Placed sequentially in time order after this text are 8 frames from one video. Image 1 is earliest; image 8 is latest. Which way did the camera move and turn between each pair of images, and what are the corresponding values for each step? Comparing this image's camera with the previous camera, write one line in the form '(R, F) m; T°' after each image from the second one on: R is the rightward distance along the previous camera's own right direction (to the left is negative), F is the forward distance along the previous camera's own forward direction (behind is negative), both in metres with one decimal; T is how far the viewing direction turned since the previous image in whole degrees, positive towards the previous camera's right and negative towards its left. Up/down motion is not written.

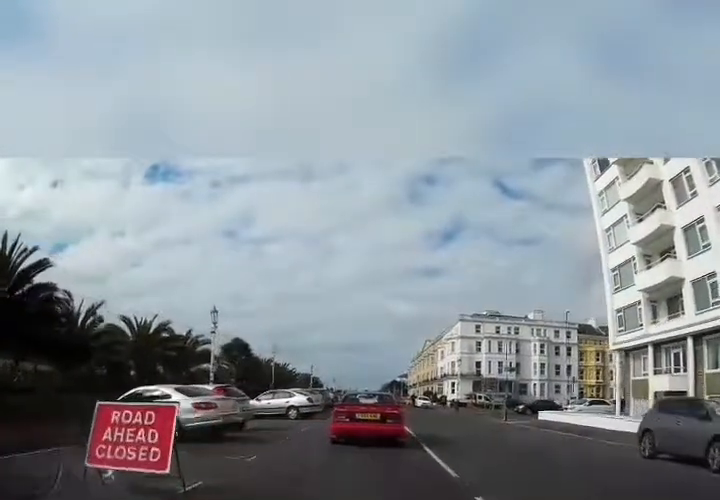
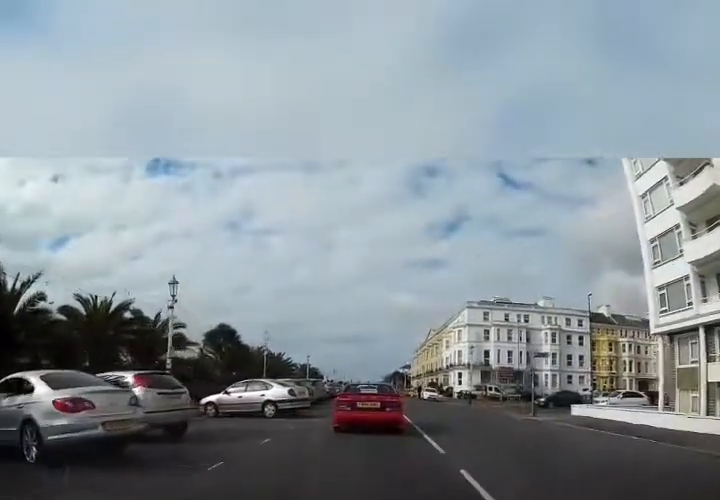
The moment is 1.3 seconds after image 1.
(-0.3, +4.9) m; -2°
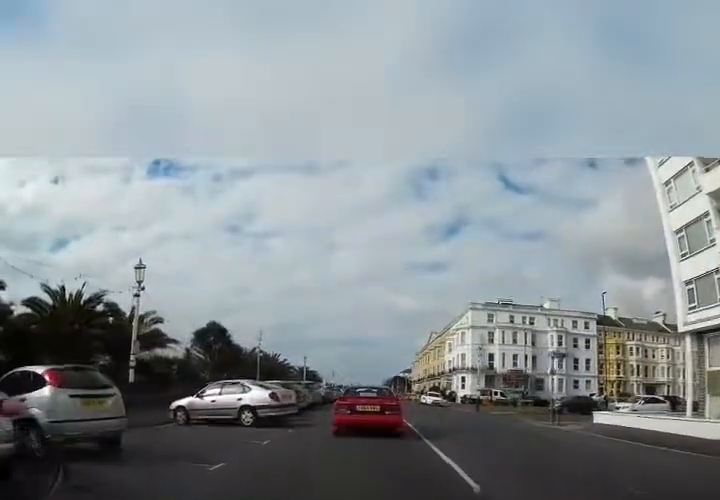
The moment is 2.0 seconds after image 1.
(+0.2, +2.7) m; +1°
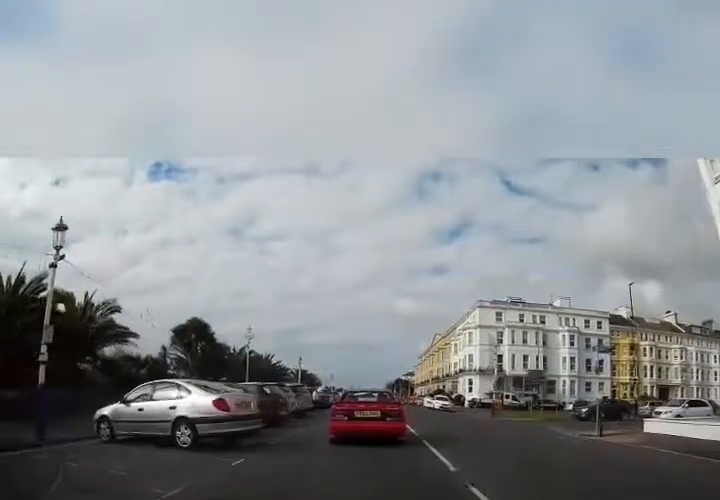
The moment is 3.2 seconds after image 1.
(-0.1, +4.5) m; 0°
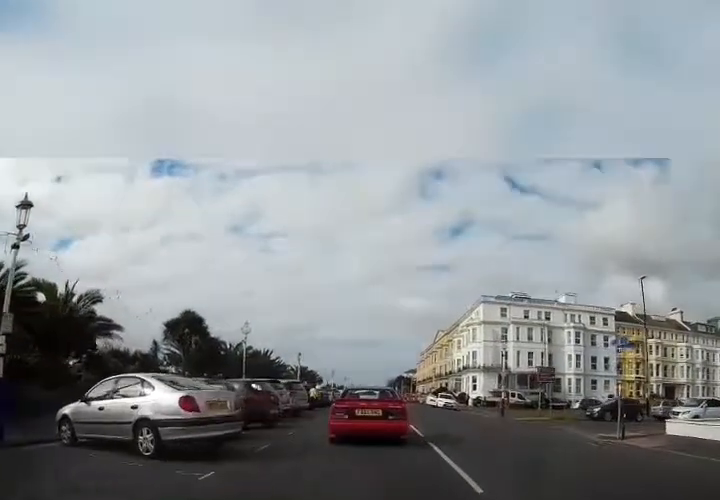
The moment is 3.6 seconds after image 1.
(0.0, +1.6) m; +1°
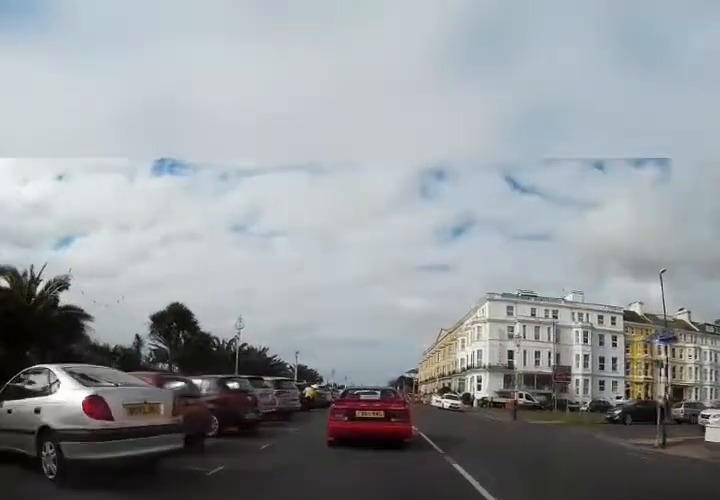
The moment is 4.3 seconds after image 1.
(+0.1, +2.6) m; +2°
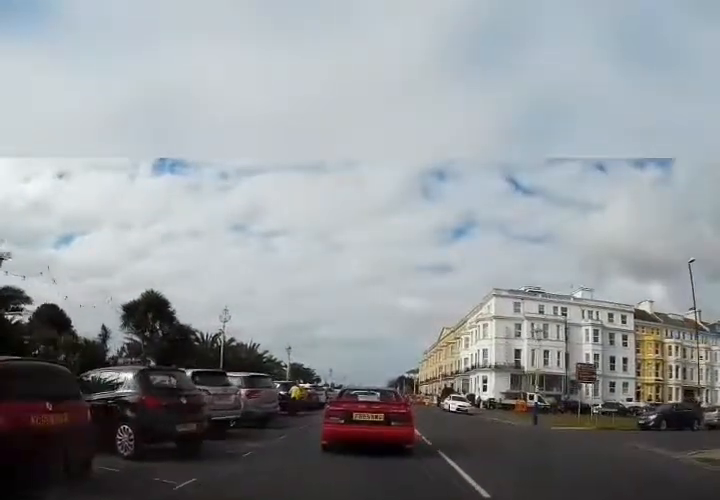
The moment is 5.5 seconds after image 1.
(0.0, +3.9) m; +5°
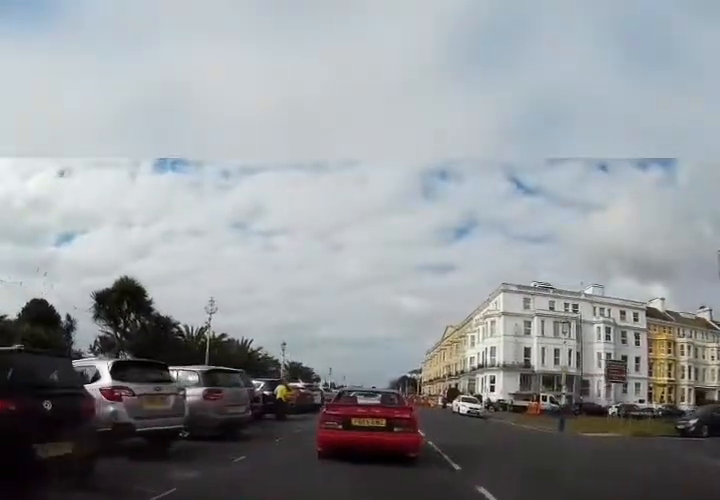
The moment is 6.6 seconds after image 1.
(+0.3, +3.3) m; +5°
